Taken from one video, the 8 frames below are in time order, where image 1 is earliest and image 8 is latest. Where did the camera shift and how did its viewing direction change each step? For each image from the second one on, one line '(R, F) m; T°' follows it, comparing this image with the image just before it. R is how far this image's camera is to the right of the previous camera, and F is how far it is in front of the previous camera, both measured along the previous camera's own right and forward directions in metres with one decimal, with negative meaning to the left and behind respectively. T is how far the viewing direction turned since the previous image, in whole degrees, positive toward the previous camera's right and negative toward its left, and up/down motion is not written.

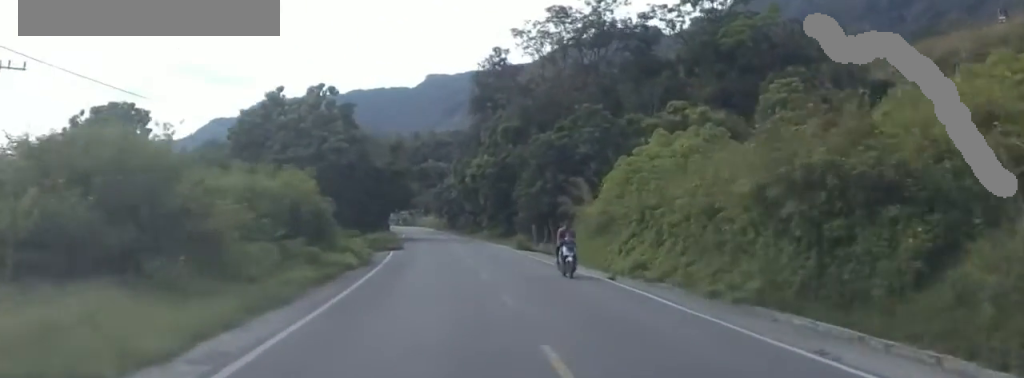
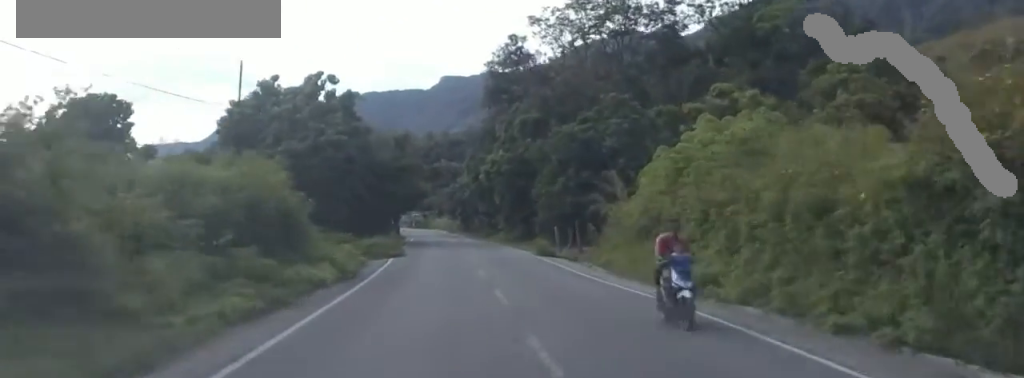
(+0.7, +6.7) m; 0°
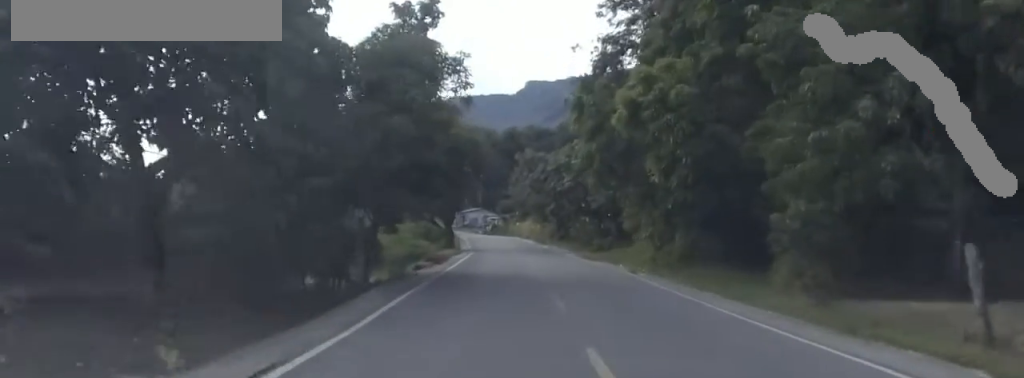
(-6.3, +39.7) m; -11°
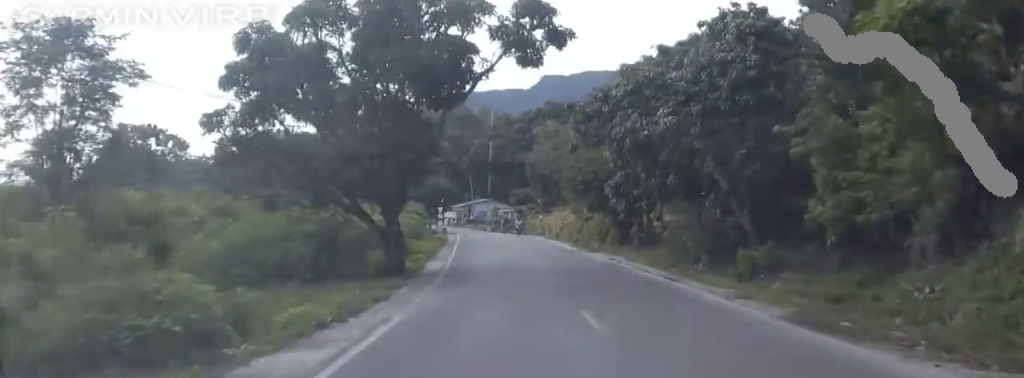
(+2.6, +35.5) m; +2°
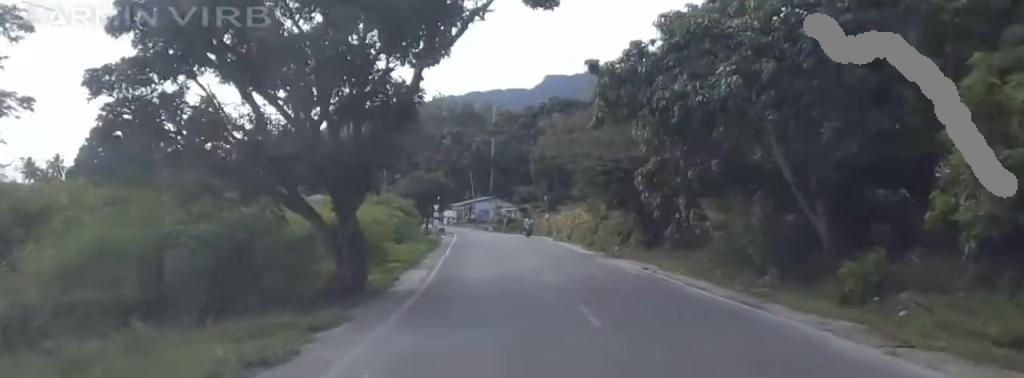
(-0.1, +7.7) m; -1°
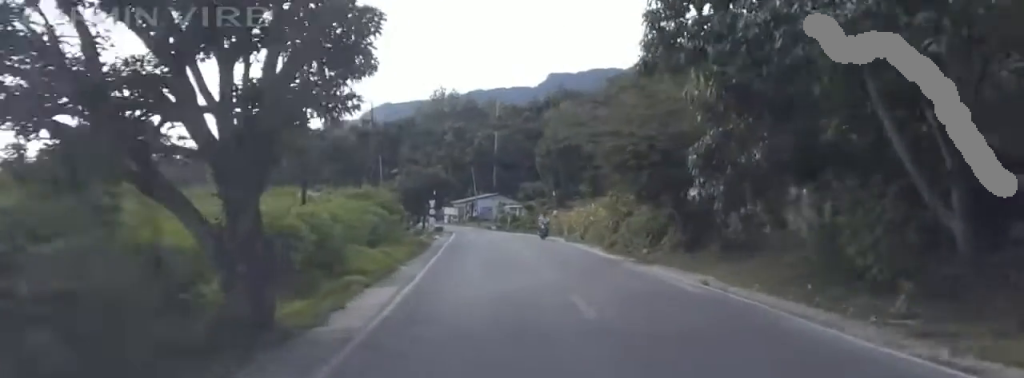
(-0.1, +7.8) m; -1°
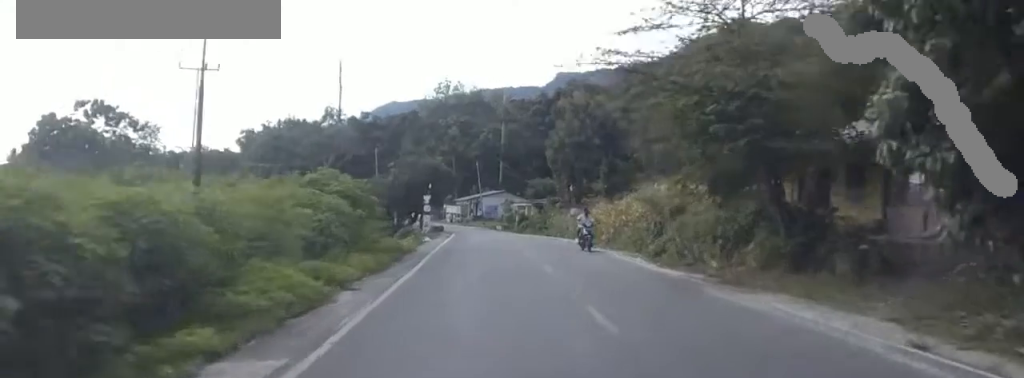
(-0.1, +10.2) m; -2°
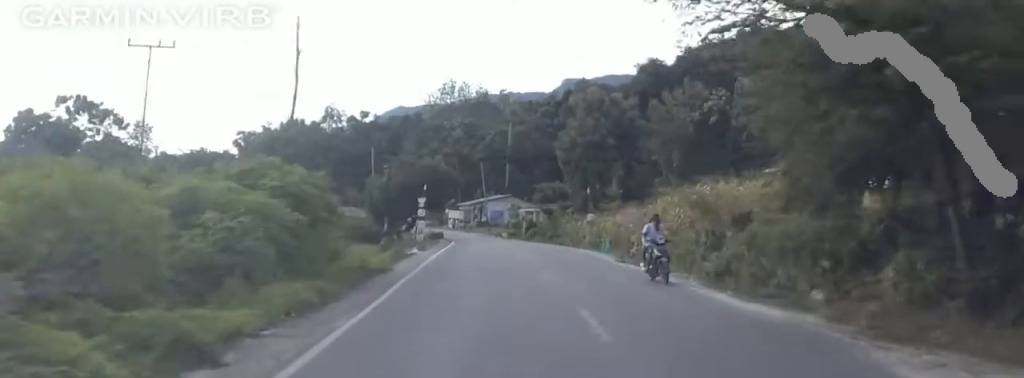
(+0.2, +7.8) m; -2°
